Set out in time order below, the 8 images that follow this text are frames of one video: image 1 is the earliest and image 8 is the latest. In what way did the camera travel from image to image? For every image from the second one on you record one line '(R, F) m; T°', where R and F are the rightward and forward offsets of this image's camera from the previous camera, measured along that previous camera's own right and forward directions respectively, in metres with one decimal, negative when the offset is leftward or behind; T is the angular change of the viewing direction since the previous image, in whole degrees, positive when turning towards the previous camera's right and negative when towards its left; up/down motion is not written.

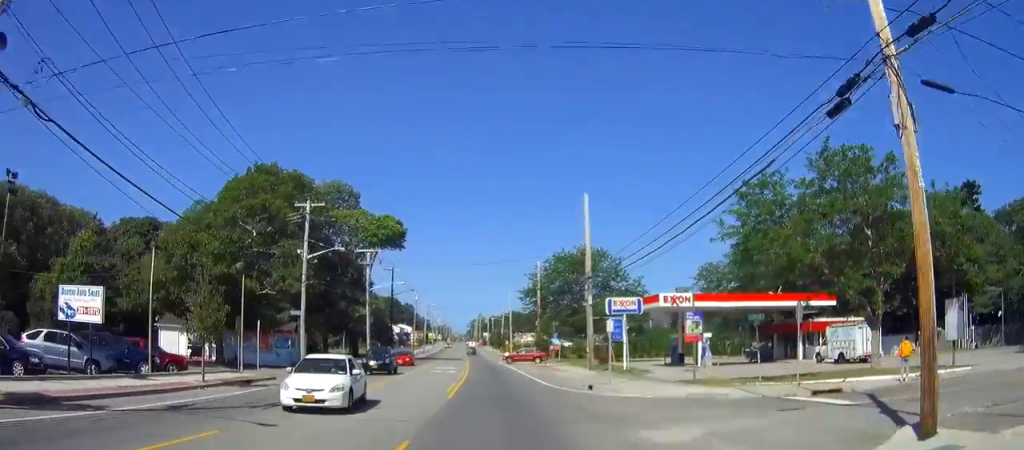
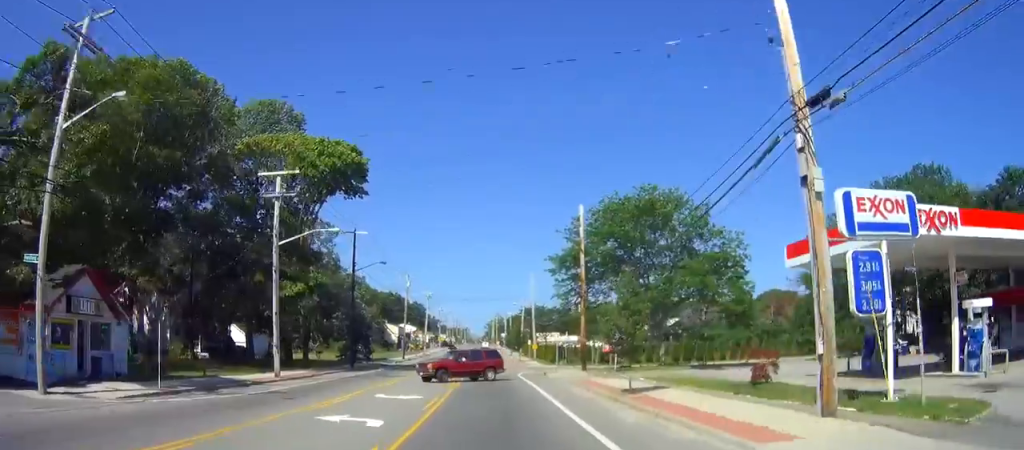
(-0.7, +31.8) m; -3°
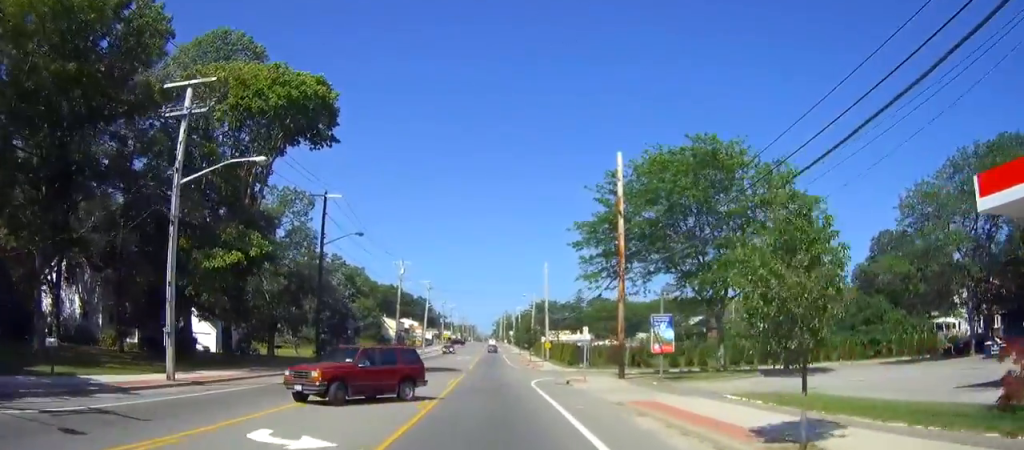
(-0.1, +13.7) m; -1°
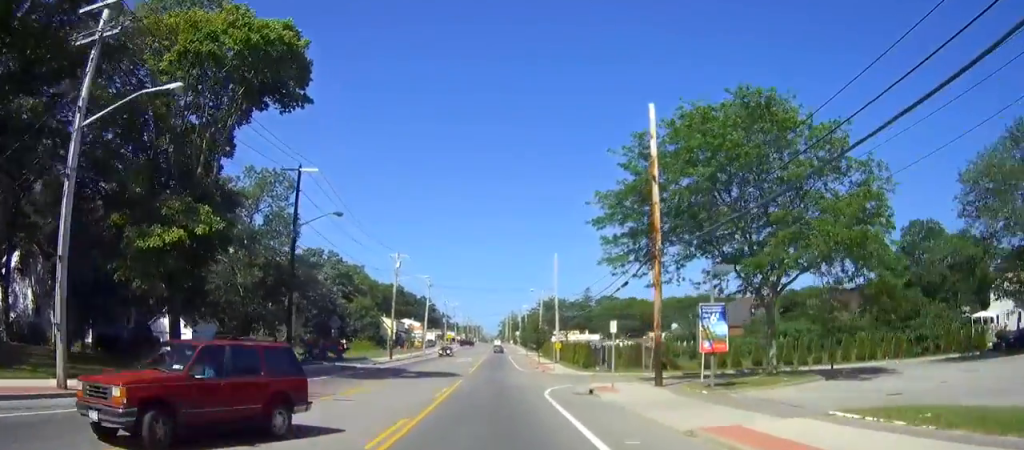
(0.0, +7.6) m; 0°
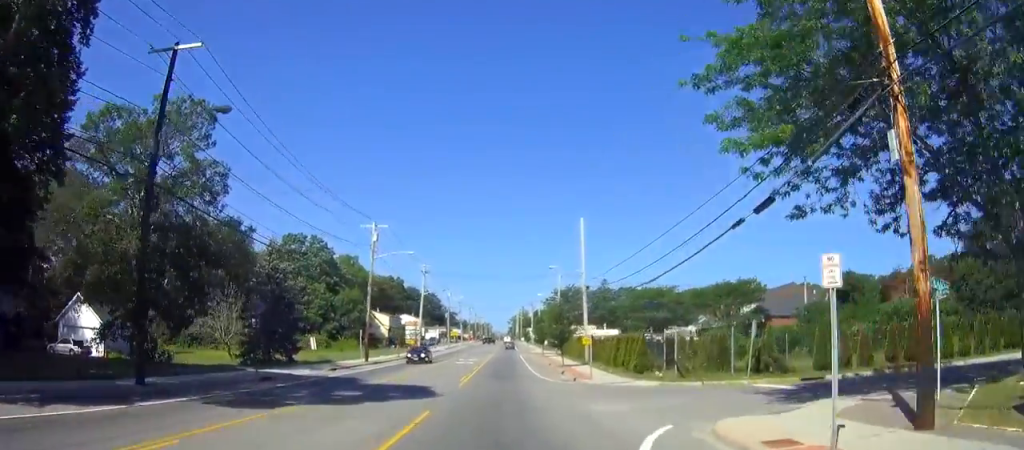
(0.0, +18.6) m; 0°
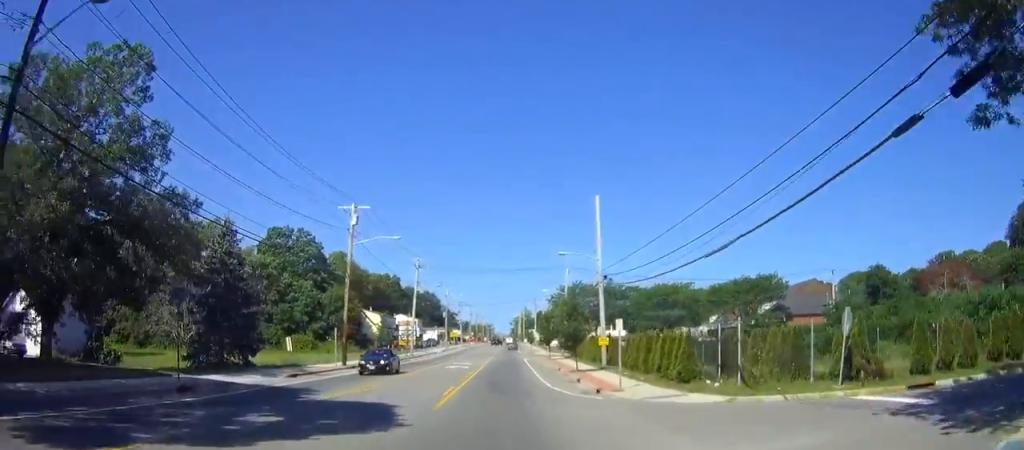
(0.0, +8.9) m; 0°
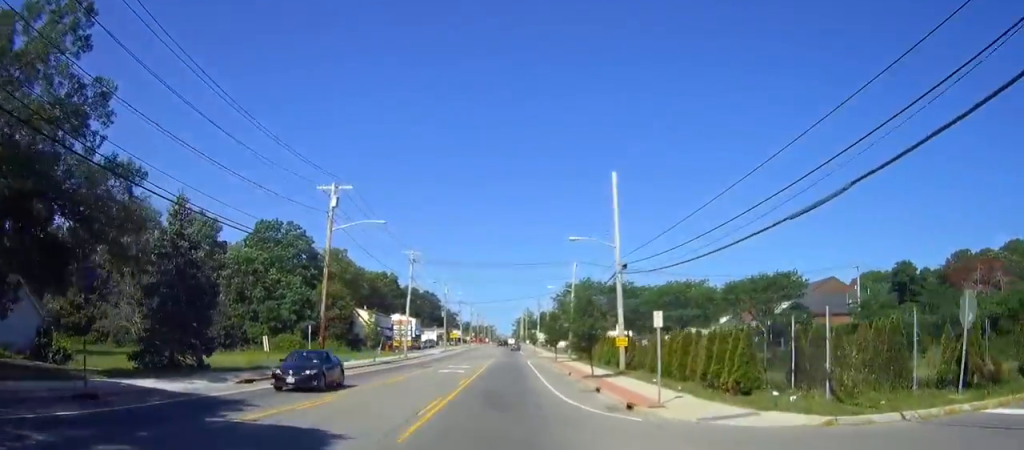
(0.0, +6.7) m; 0°
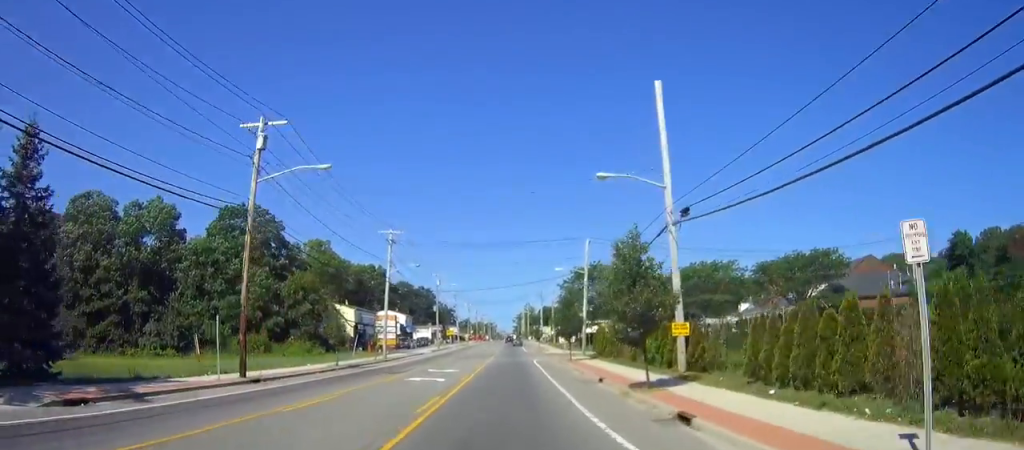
(0.0, +13.5) m; 0°
